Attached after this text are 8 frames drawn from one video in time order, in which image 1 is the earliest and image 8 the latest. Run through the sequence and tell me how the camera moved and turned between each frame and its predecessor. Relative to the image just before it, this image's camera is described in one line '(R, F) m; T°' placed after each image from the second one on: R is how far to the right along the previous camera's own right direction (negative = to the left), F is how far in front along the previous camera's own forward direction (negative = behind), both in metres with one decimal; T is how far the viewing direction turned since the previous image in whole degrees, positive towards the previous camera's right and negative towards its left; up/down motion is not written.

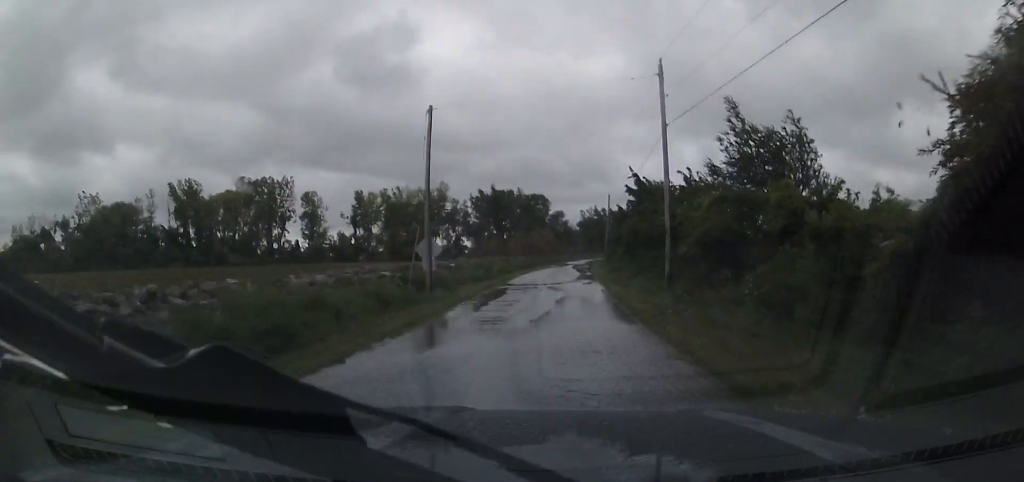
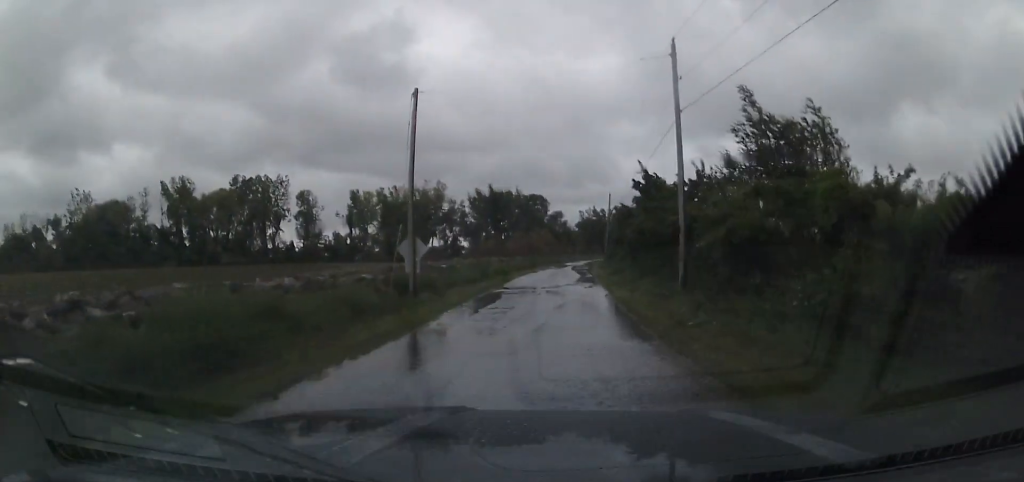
(0.0, +2.4) m; 0°
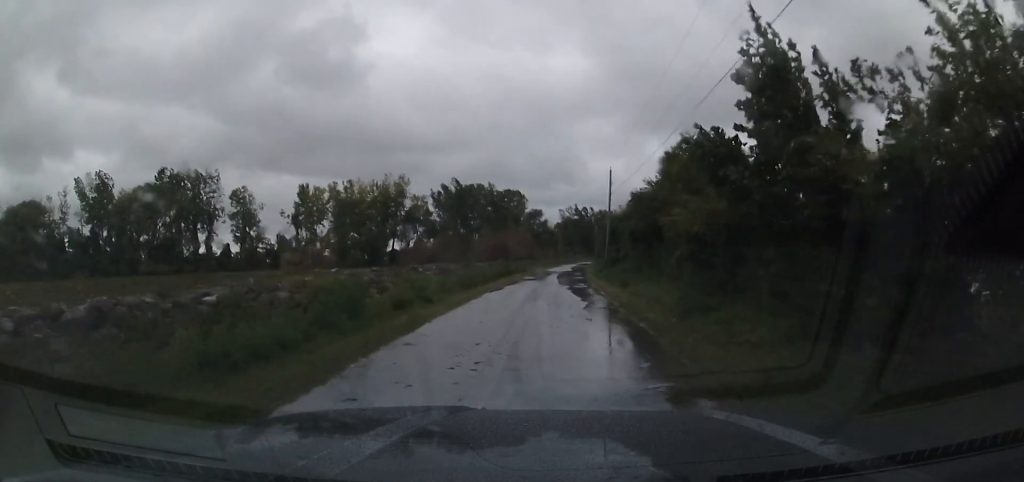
(-0.3, +21.4) m; +1°
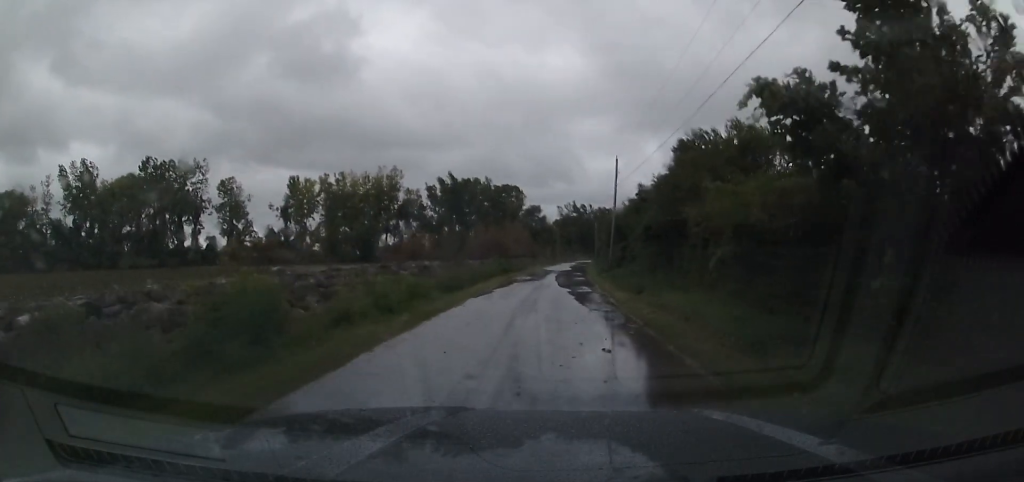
(0.0, +4.8) m; 0°
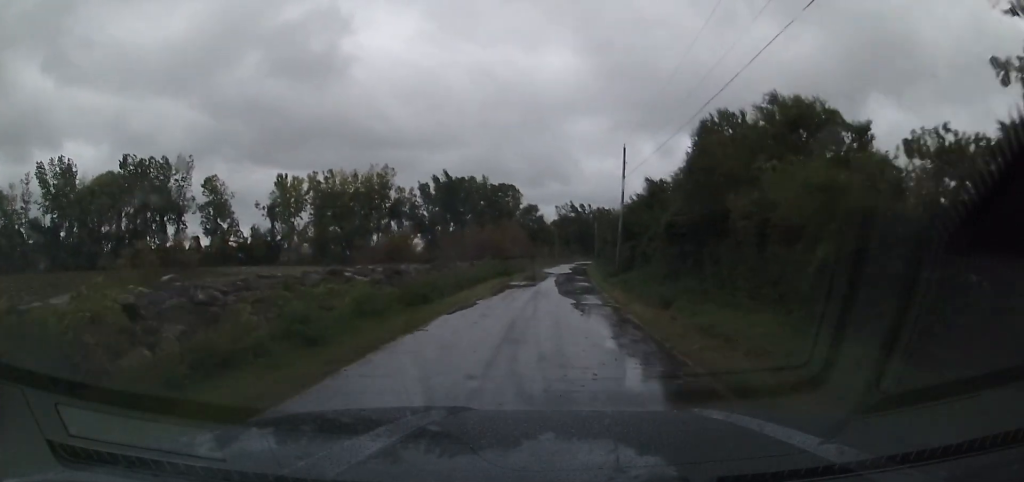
(0.0, +5.7) m; 0°
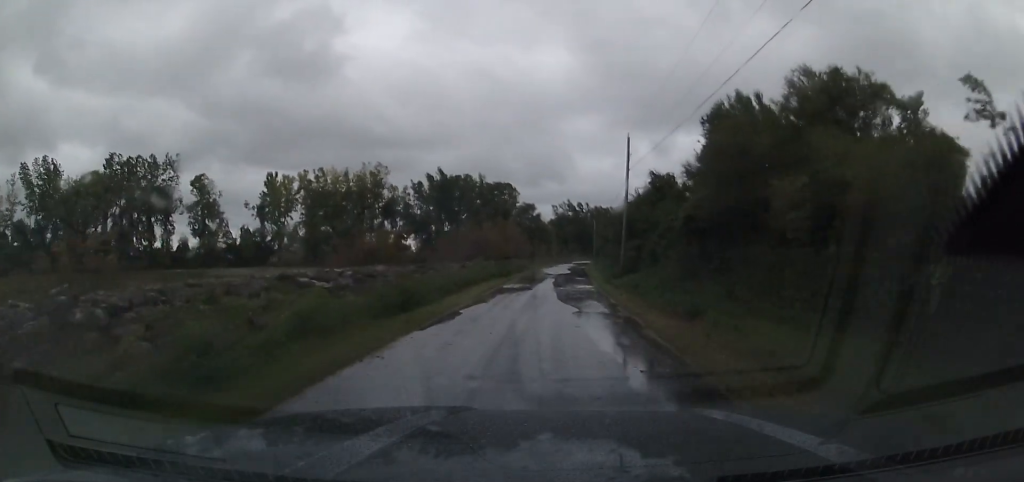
(0.0, +3.5) m; 0°
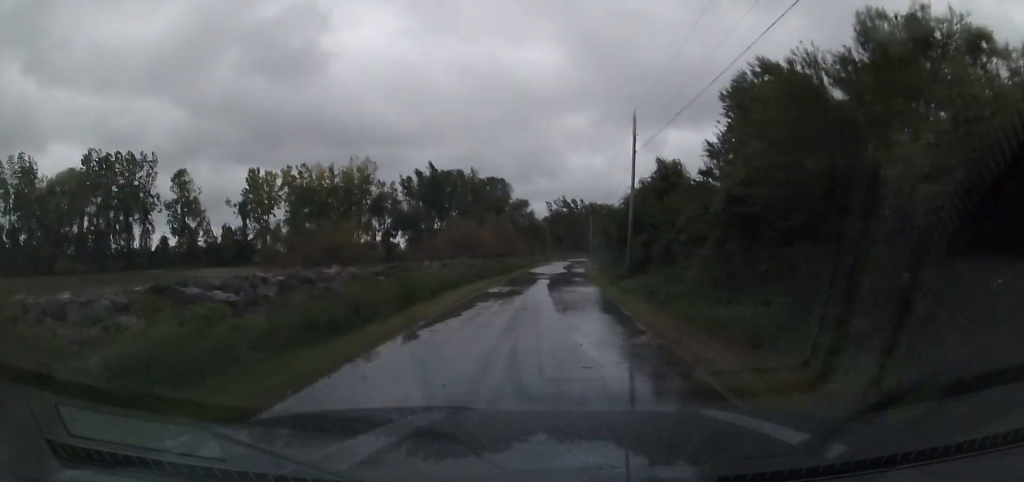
(0.0, +5.2) m; 0°
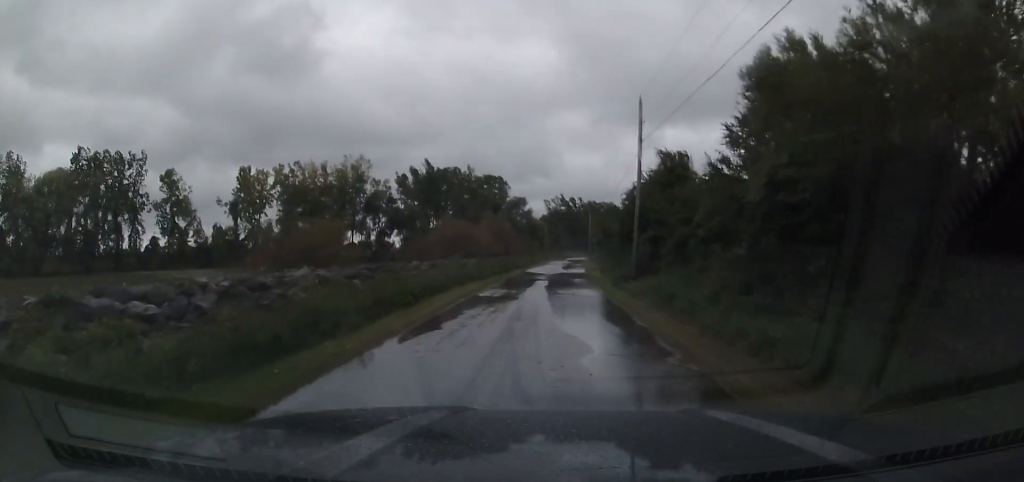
(0.0, +2.8) m; 0°
